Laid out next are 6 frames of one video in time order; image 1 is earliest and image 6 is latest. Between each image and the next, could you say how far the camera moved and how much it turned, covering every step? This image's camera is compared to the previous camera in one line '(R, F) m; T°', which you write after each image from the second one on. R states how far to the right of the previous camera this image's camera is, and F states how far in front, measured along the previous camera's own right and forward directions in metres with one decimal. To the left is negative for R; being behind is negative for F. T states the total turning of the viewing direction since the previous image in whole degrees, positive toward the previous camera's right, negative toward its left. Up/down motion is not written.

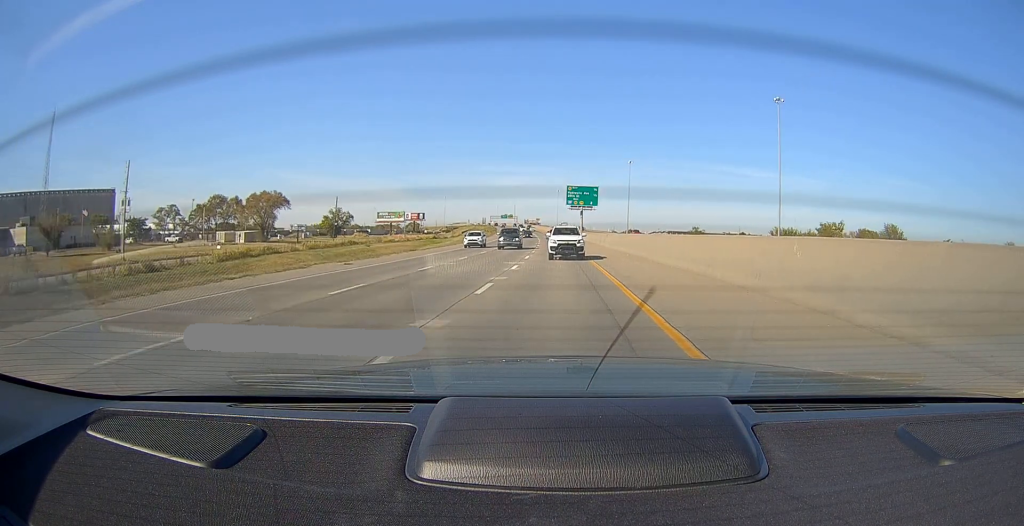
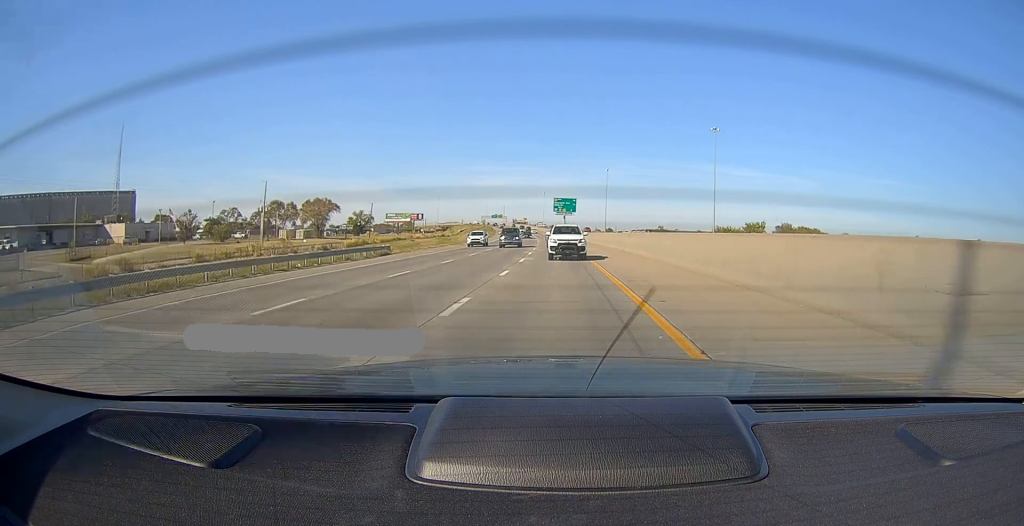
(+0.8, +42.4) m; +1°
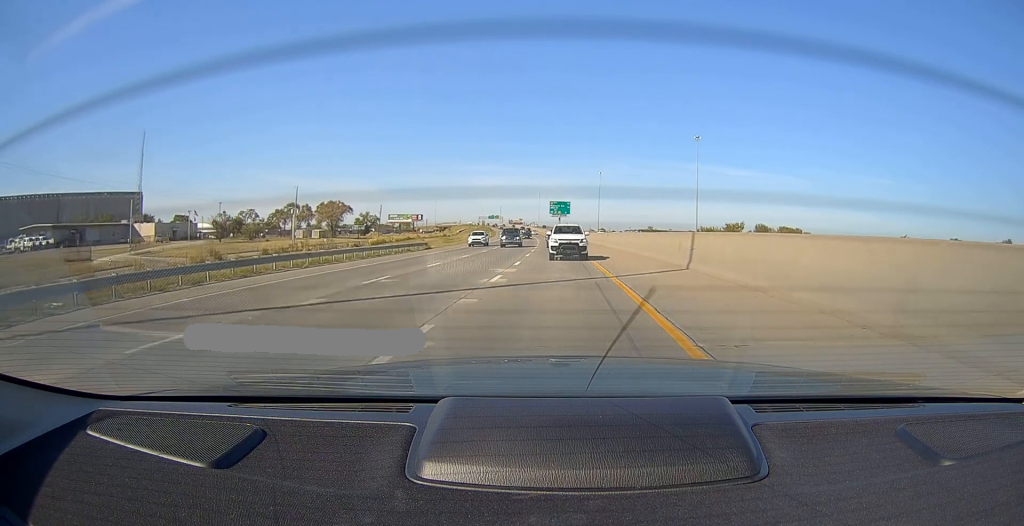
(0.0, +15.5) m; 0°
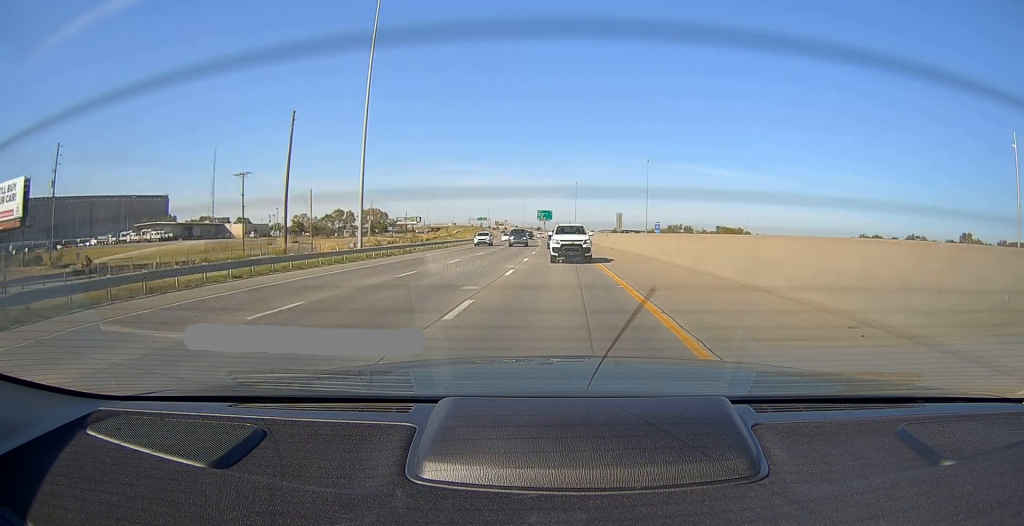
(+0.7, +62.8) m; +2°
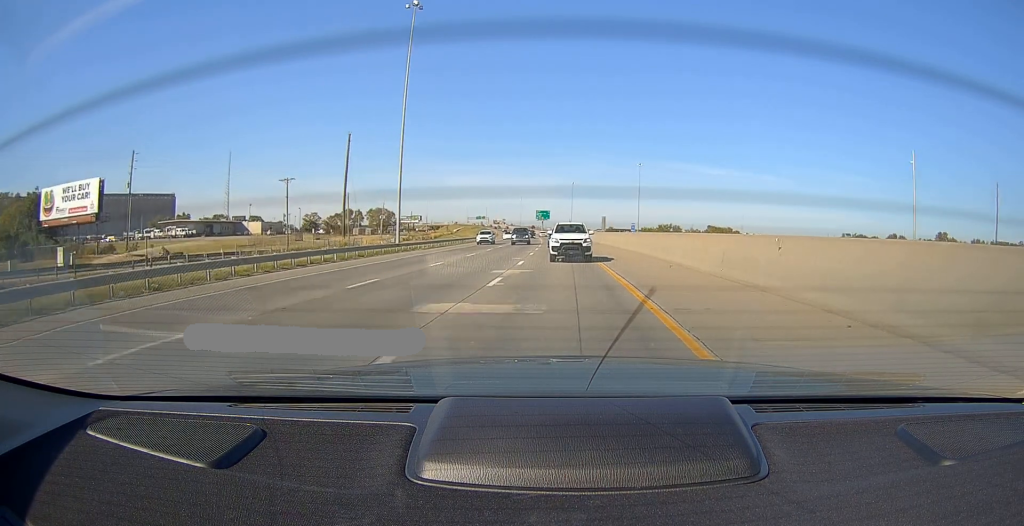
(-0.1, +15.3) m; +1°
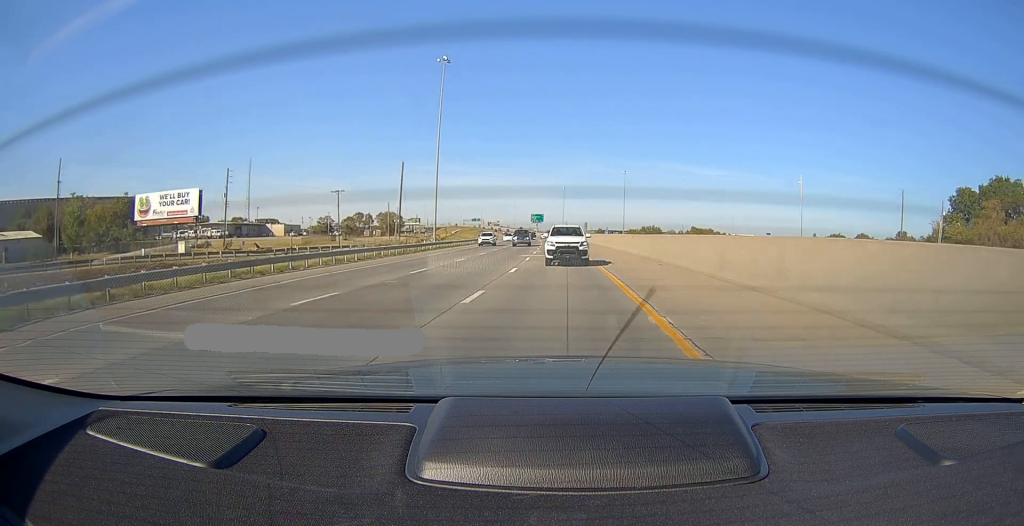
(+0.6, +26.6) m; +1°
